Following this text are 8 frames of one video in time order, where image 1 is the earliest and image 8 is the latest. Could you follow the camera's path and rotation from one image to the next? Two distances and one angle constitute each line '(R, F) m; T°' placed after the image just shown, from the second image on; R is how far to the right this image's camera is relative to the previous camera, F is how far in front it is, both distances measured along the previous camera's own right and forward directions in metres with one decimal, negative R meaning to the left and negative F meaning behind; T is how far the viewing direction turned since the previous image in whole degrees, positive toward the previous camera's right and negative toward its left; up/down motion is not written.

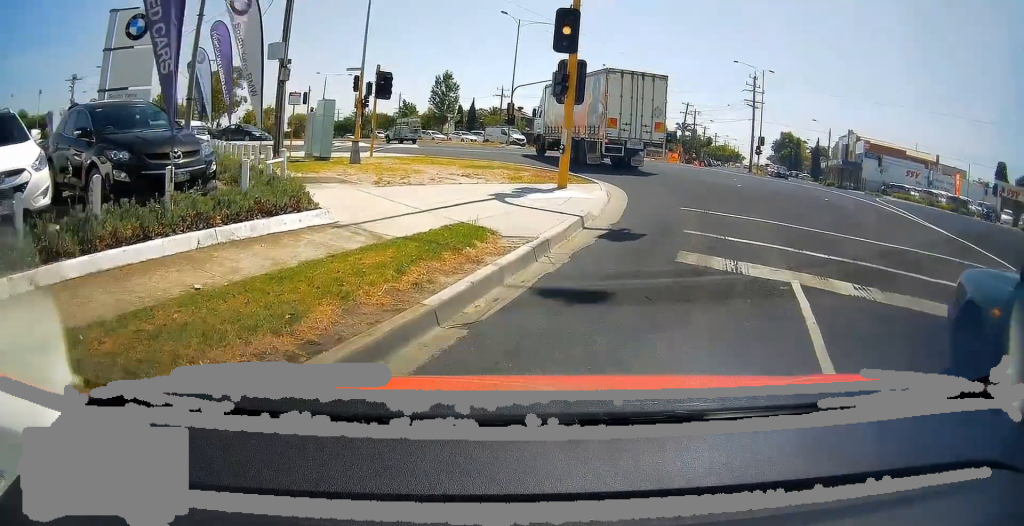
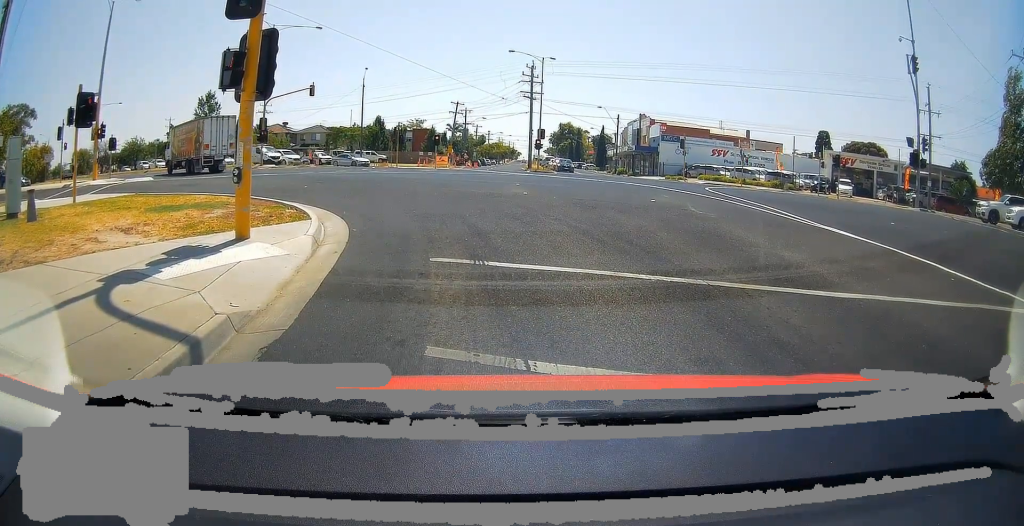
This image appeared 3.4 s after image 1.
(+1.9, +6.5) m; +20°
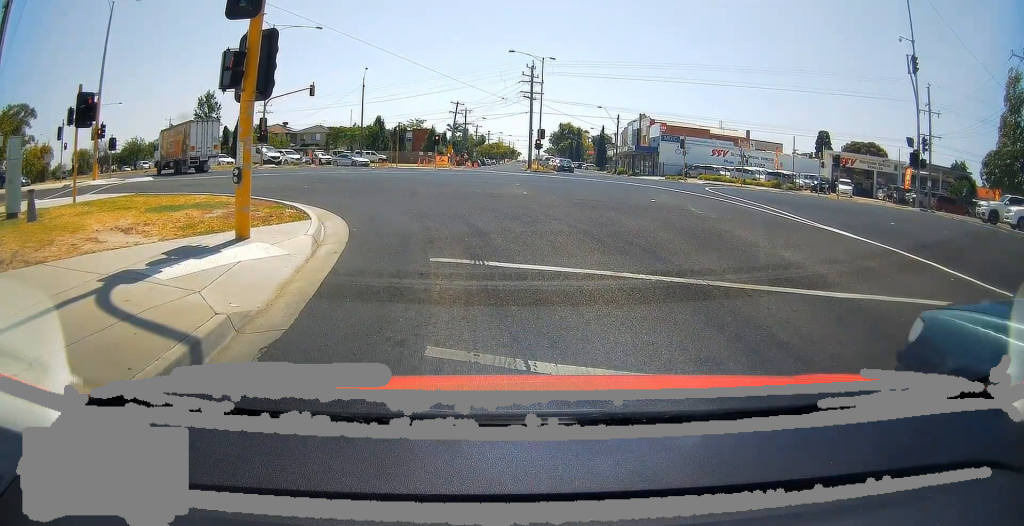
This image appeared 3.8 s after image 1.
(0.0, 0.0) m; 0°
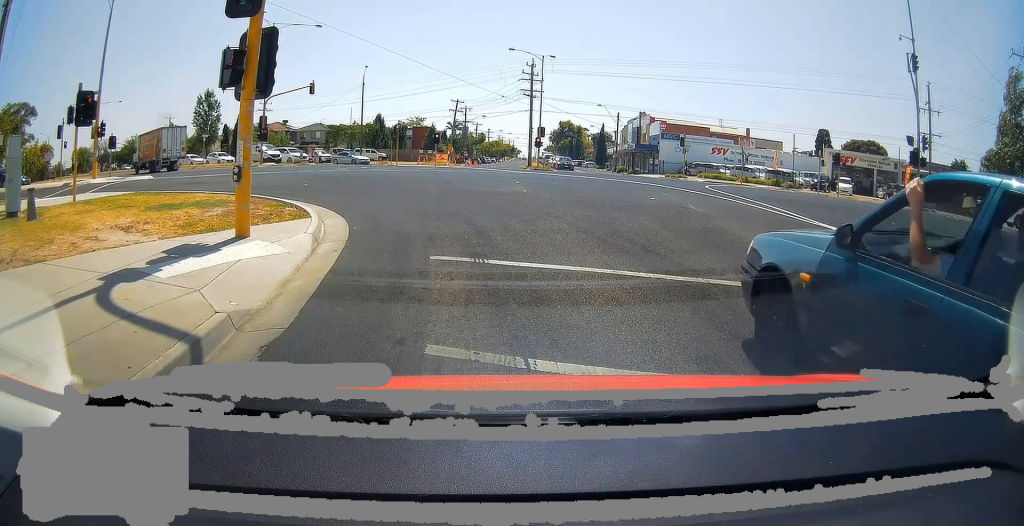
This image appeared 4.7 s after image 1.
(0.0, 0.0) m; 0°
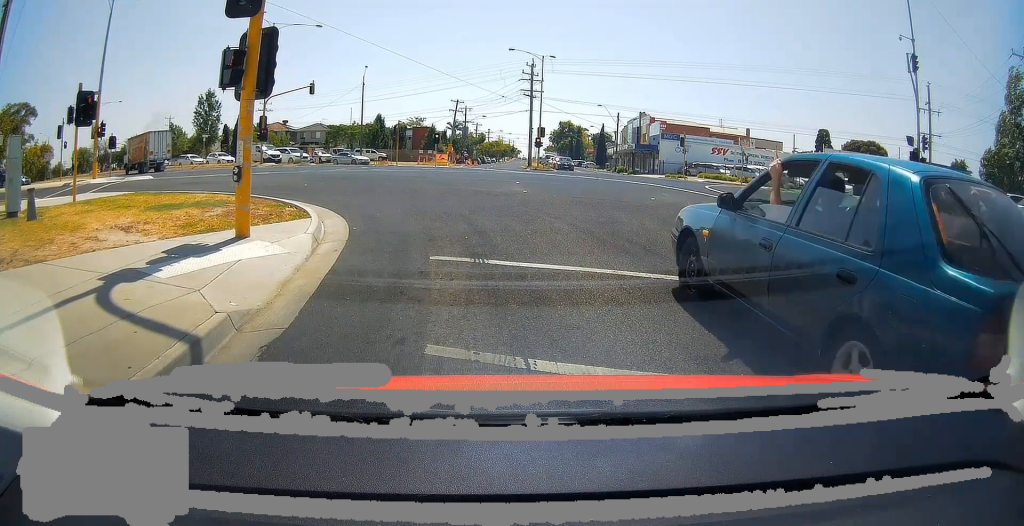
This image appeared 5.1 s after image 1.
(0.0, 0.0) m; 0°
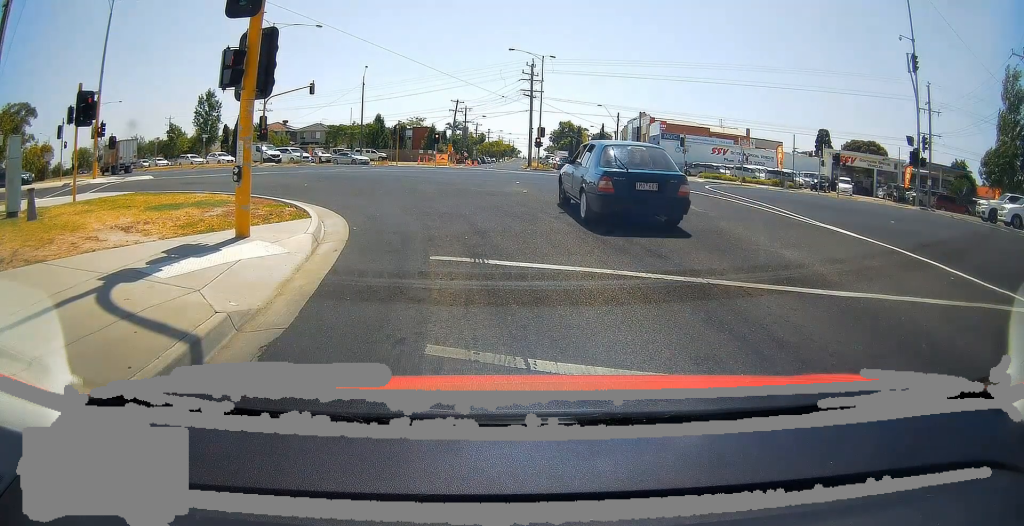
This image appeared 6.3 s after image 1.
(0.0, 0.0) m; 0°
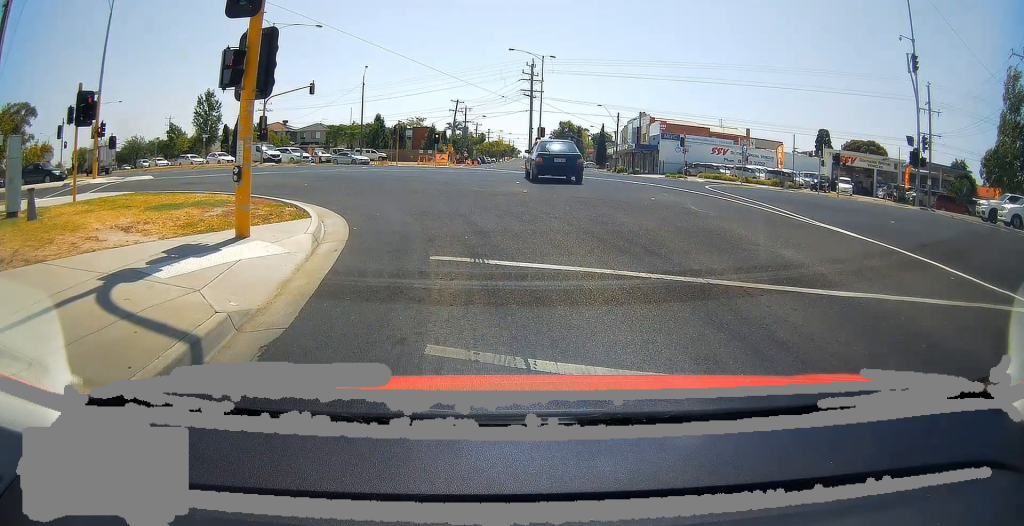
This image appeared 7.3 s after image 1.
(0.0, 0.0) m; 0°
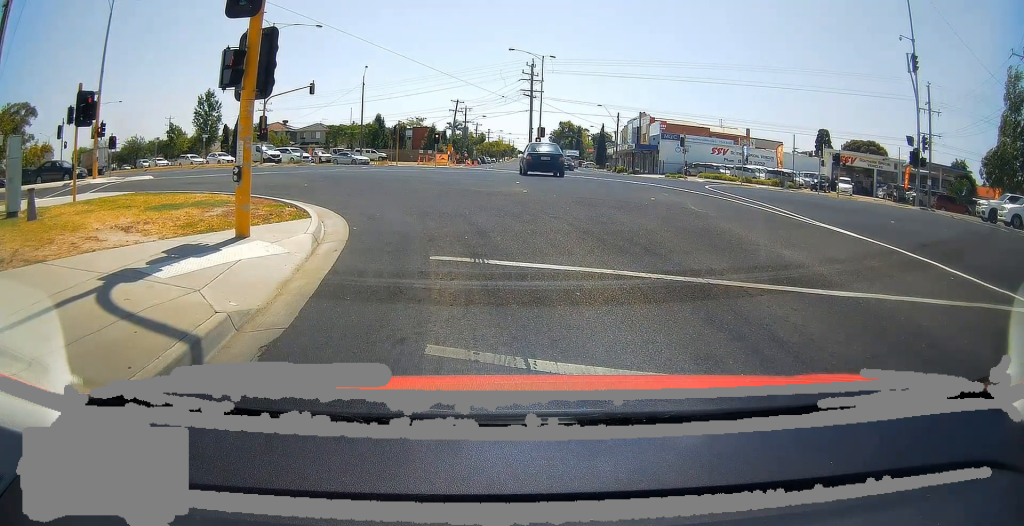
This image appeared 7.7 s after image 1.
(0.0, 0.0) m; 0°
